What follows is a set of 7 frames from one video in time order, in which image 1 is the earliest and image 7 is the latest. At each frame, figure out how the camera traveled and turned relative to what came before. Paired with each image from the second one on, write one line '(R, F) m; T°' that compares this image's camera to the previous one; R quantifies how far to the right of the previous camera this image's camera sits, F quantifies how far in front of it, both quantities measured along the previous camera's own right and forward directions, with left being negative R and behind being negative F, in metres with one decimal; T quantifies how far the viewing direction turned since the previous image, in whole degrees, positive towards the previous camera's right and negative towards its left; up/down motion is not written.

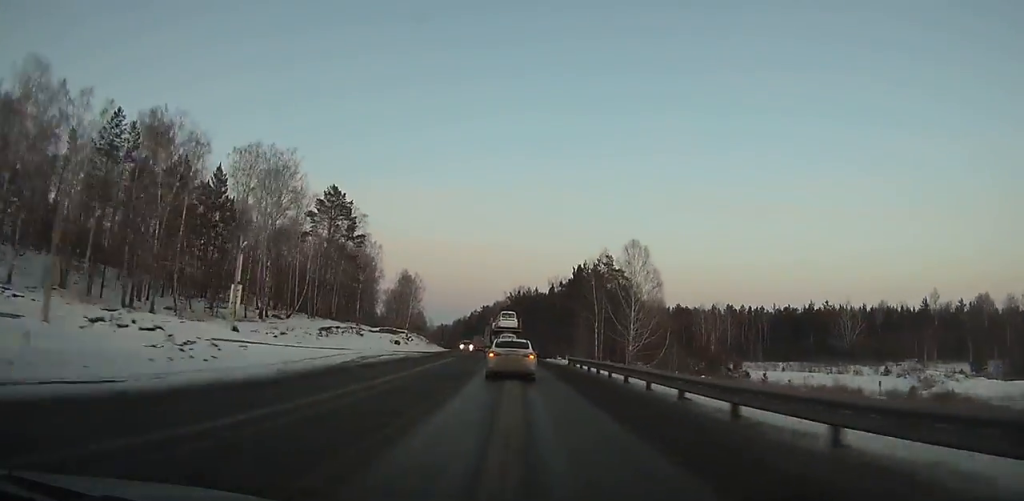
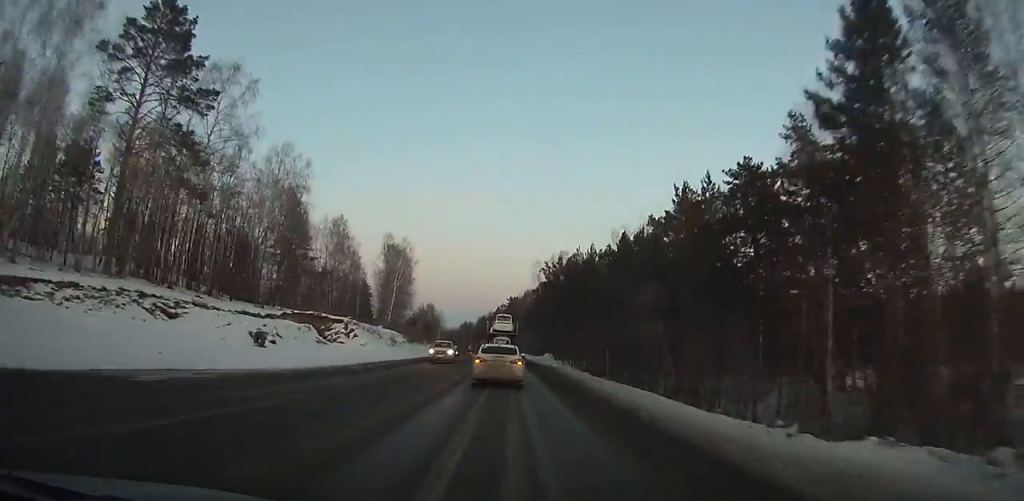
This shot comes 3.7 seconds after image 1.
(-1.5, +61.9) m; -3°
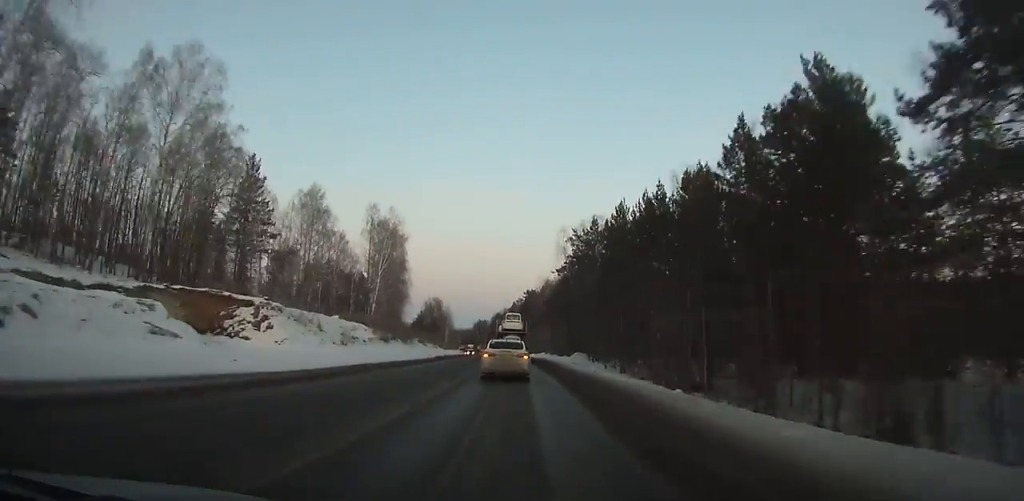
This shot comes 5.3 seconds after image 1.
(-0.3, +26.7) m; -1°
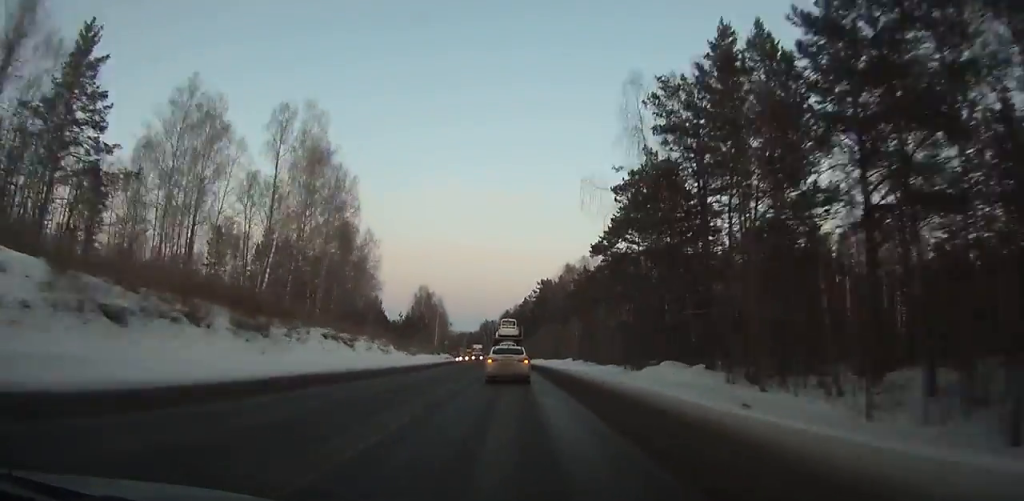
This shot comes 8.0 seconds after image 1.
(-0.6, +45.1) m; -1°
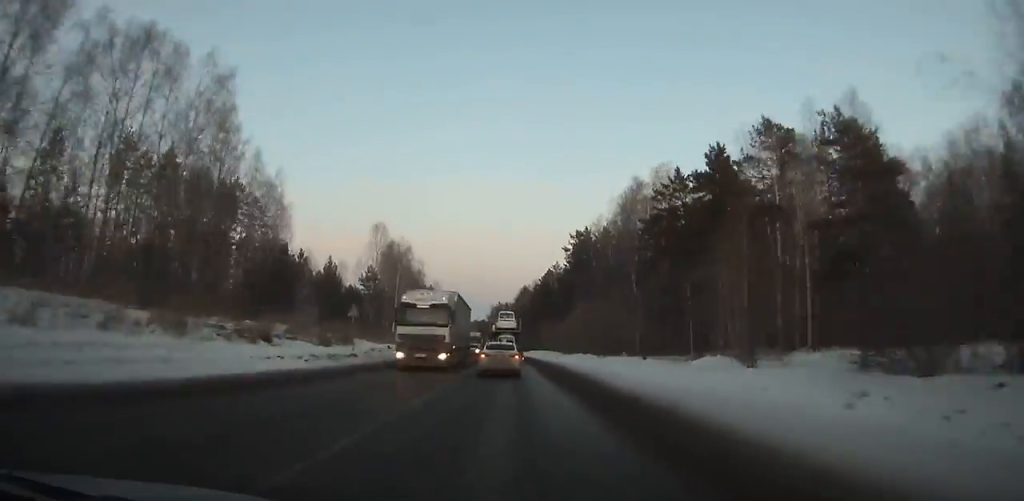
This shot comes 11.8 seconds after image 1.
(-1.3, +63.4) m; -3°
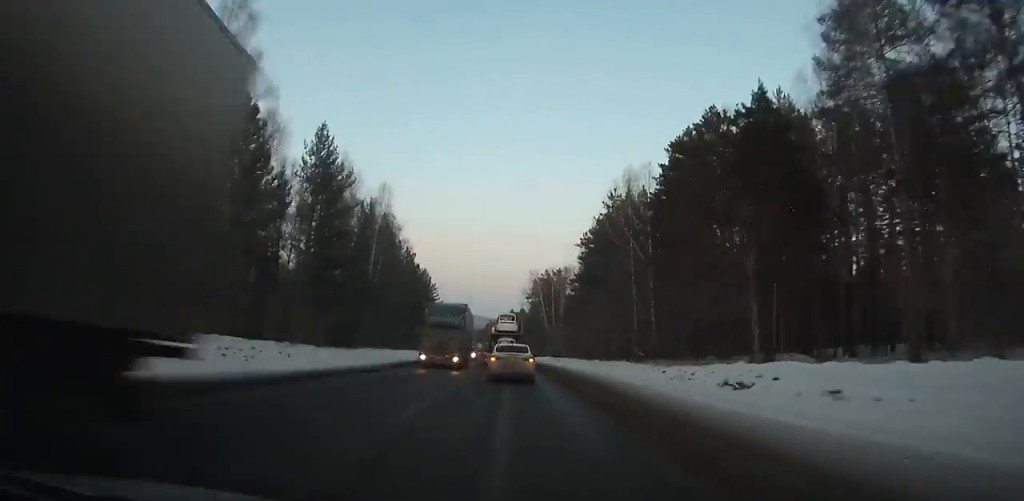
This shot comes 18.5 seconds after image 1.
(-5.0, +111.7) m; -5°
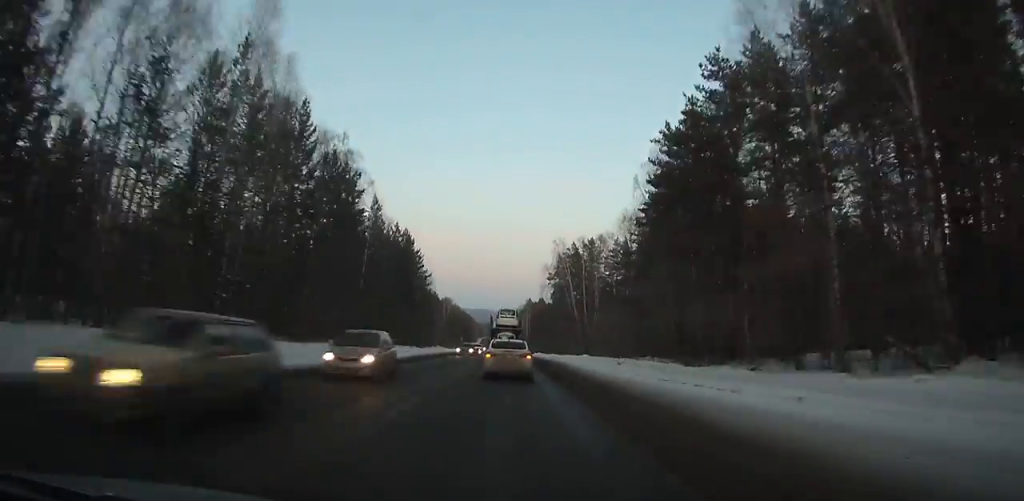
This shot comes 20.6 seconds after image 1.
(-0.3, +35.7) m; -1°
